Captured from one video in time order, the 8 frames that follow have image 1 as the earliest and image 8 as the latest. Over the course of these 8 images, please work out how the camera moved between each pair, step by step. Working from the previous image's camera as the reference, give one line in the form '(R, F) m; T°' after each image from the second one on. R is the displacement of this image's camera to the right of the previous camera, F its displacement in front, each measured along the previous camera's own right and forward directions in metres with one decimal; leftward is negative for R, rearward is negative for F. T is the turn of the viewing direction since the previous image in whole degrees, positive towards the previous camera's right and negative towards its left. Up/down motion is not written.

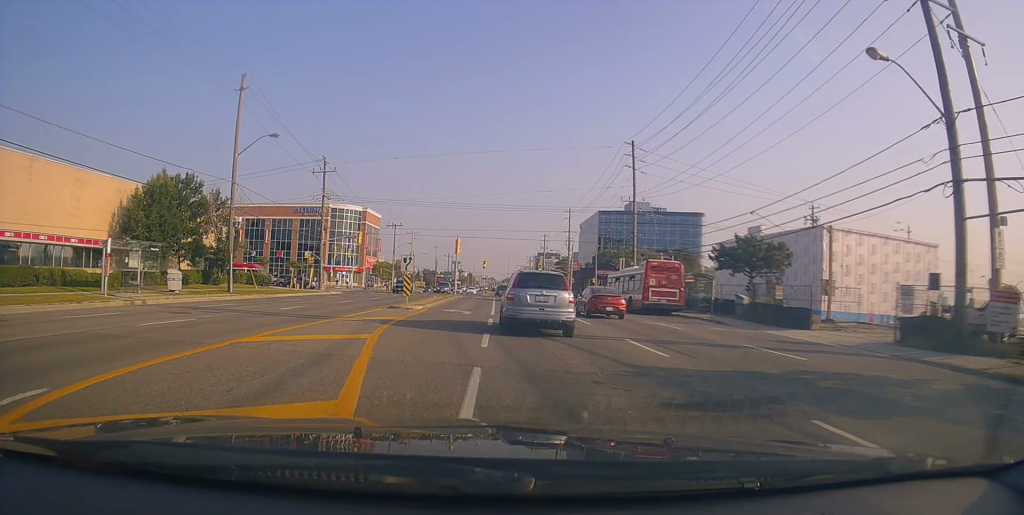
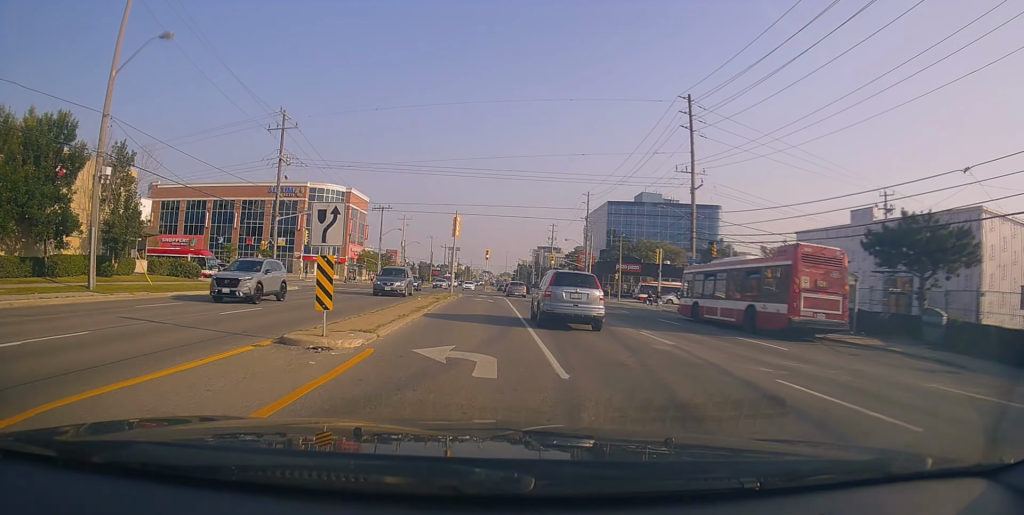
(-0.2, +15.7) m; 0°
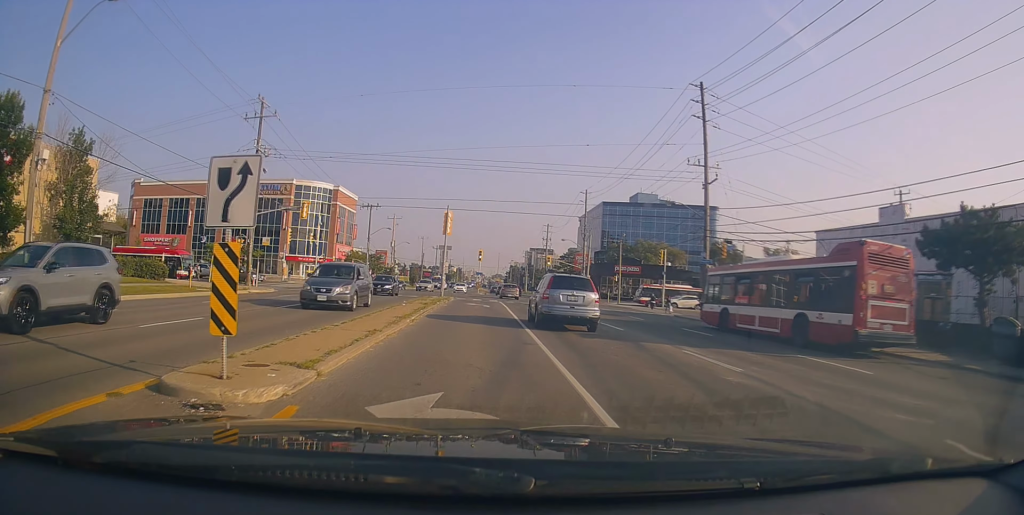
(+0.1, +4.0) m; 0°
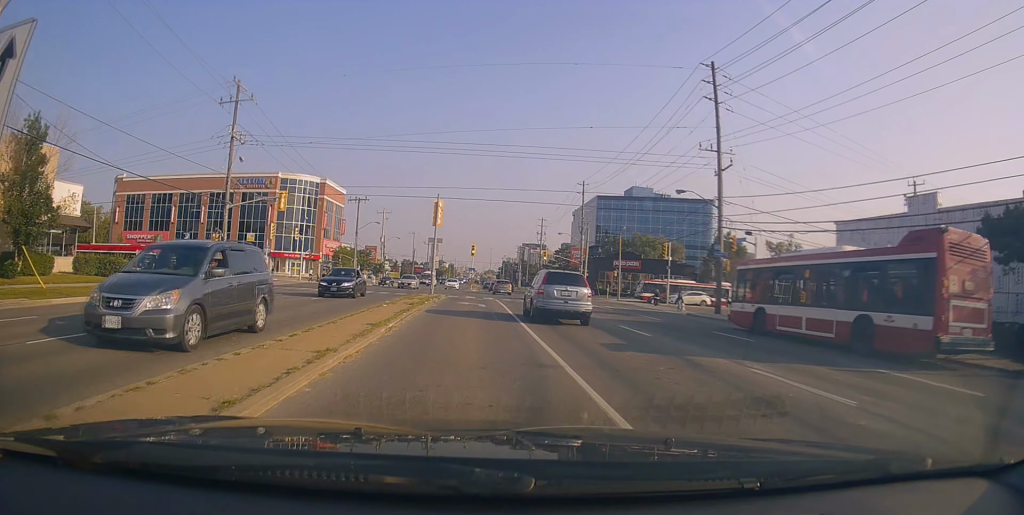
(+0.1, +3.7) m; 0°
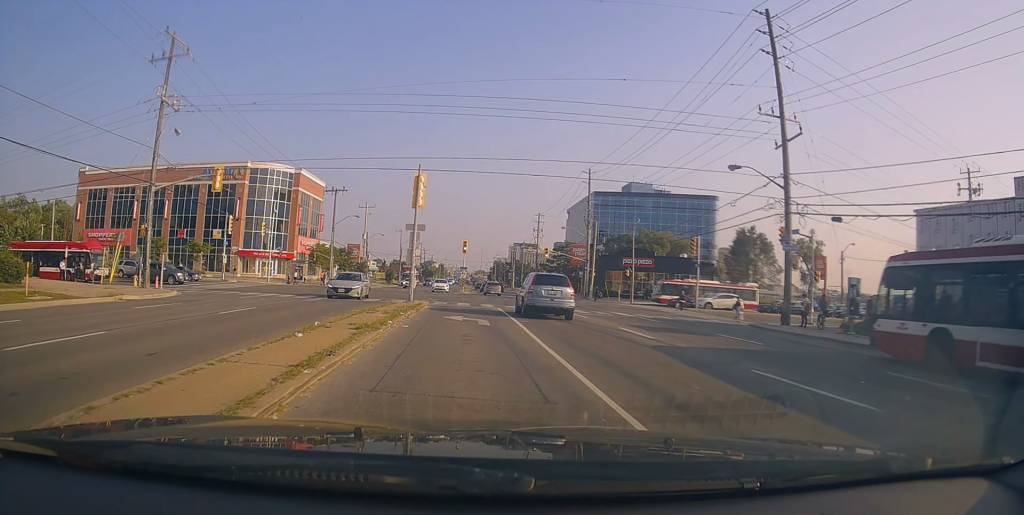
(-0.1, +9.6) m; +1°
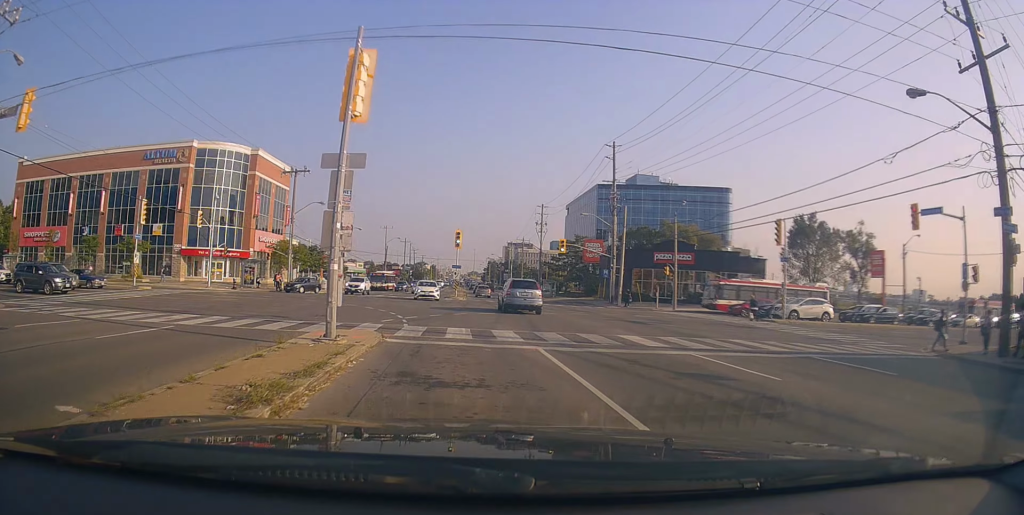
(+0.2, +14.8) m; -1°
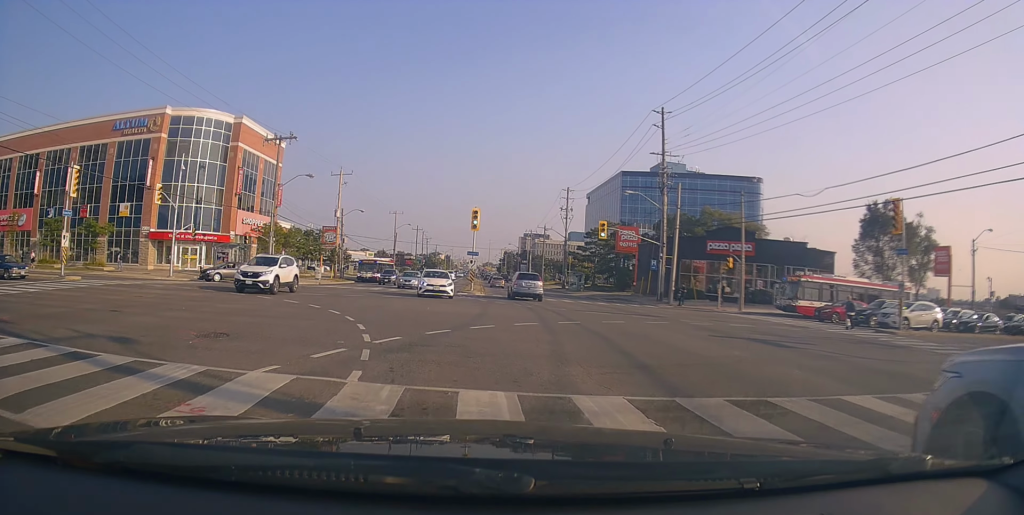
(-0.1, +9.9) m; -1°
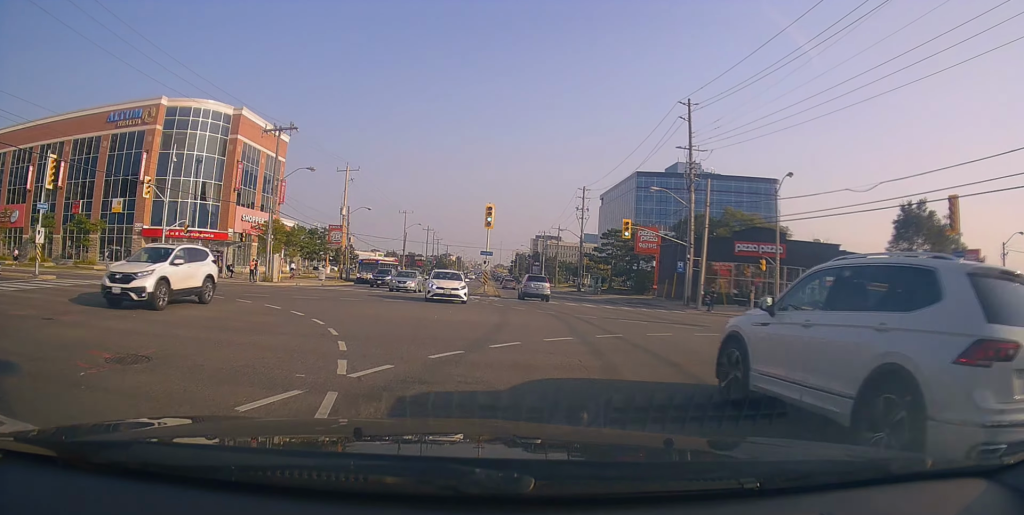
(0.0, +3.1) m; +1°
